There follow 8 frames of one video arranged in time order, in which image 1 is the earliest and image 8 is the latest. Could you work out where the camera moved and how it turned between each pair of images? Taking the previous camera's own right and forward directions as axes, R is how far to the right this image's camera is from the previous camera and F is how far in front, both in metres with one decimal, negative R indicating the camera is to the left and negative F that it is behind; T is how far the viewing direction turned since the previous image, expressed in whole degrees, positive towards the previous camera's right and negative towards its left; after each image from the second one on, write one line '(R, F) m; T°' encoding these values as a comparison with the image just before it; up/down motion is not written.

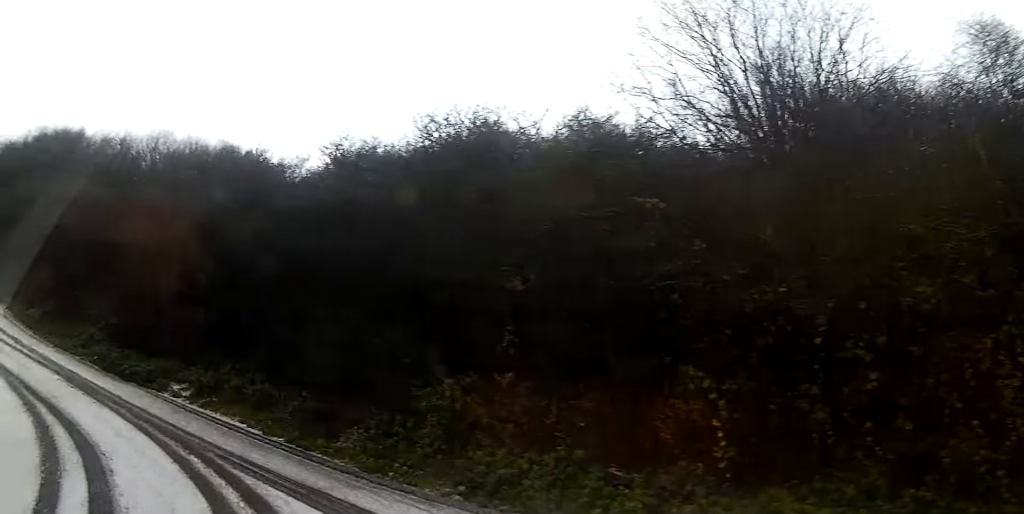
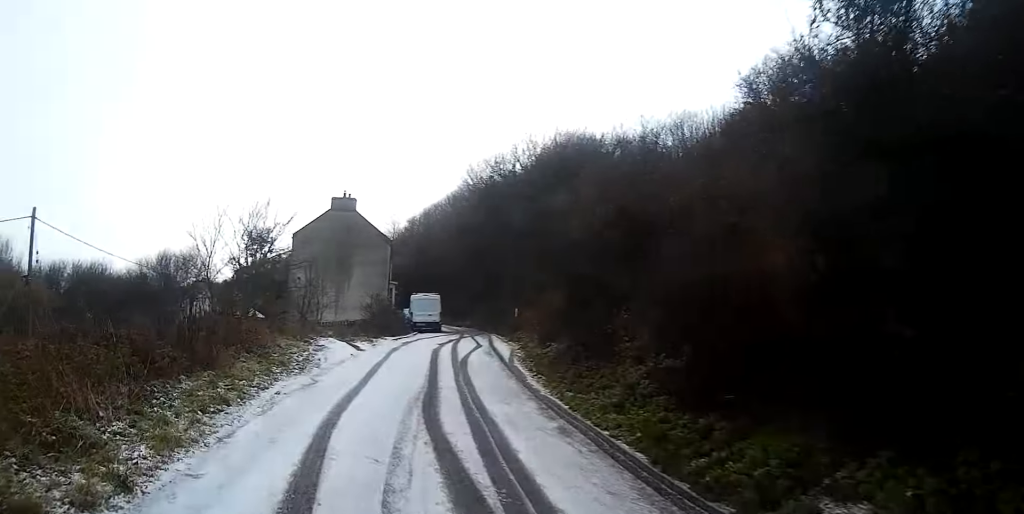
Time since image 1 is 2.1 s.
(-3.7, +4.6) m; -52°
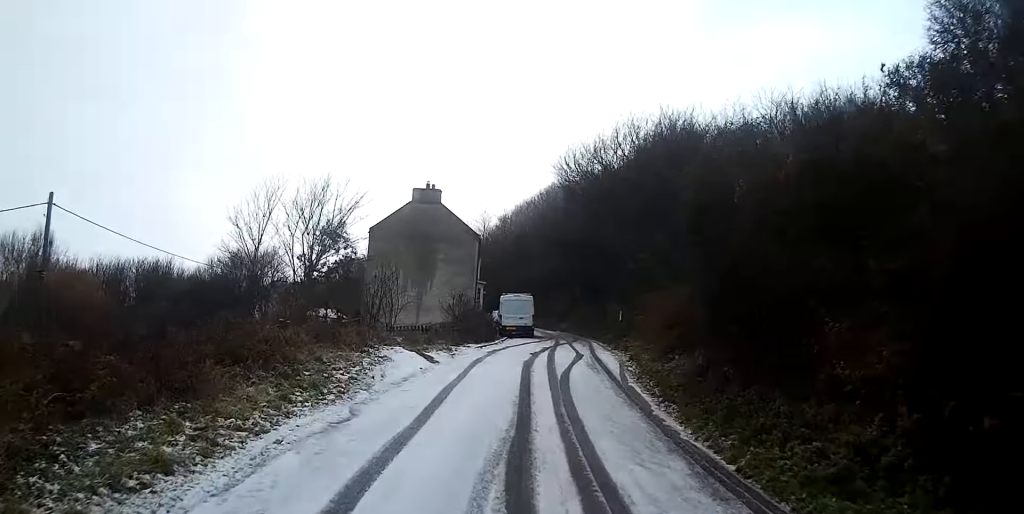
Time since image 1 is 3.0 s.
(-0.2, +3.4) m; -6°
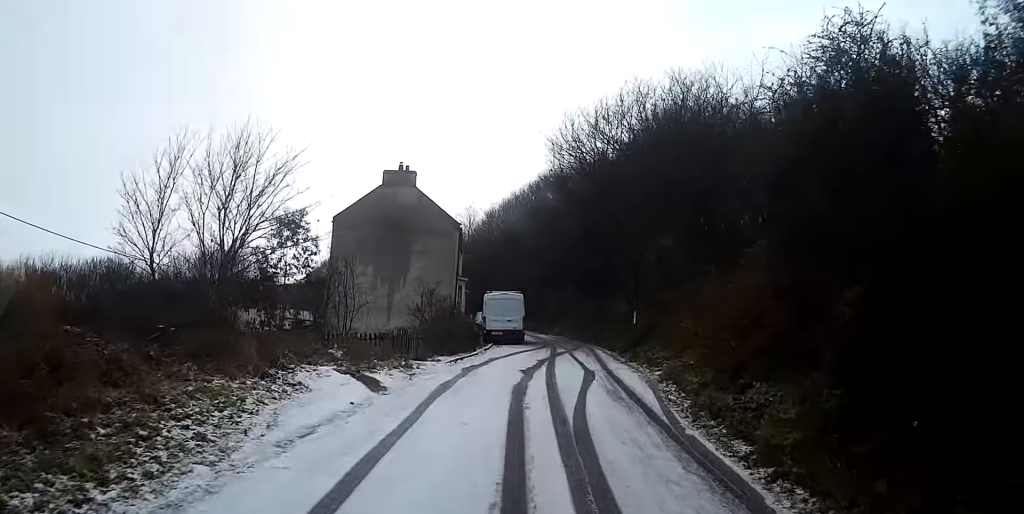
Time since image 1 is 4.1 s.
(-0.3, +5.0) m; -5°
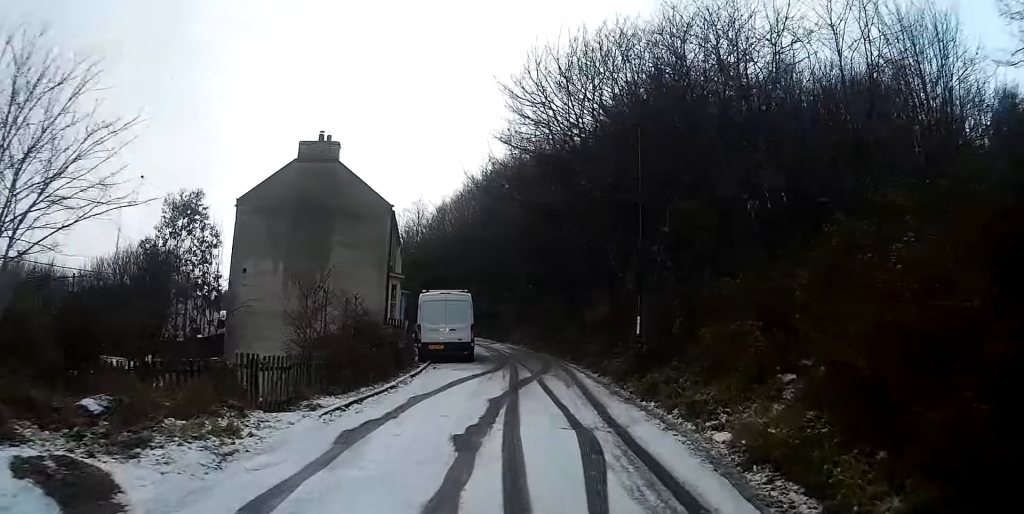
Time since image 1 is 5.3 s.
(-0.2, +7.4) m; 0°
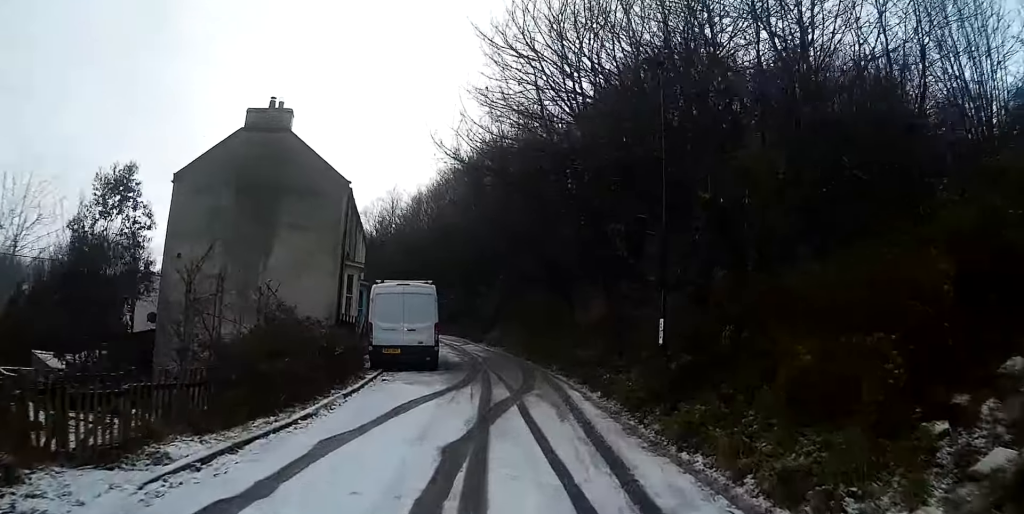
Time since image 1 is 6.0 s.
(+0.1, +4.4) m; +2°
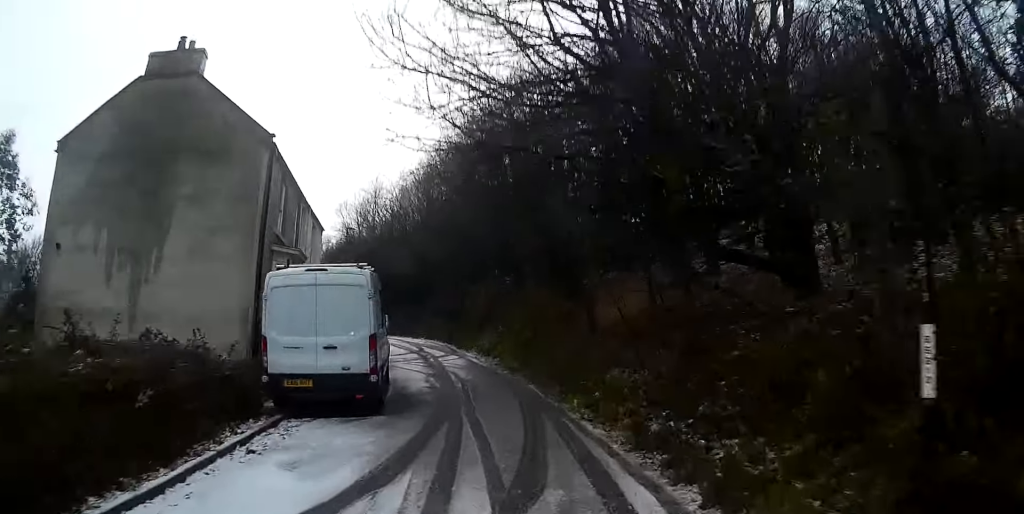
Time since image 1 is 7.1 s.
(+0.2, +7.7) m; +1°
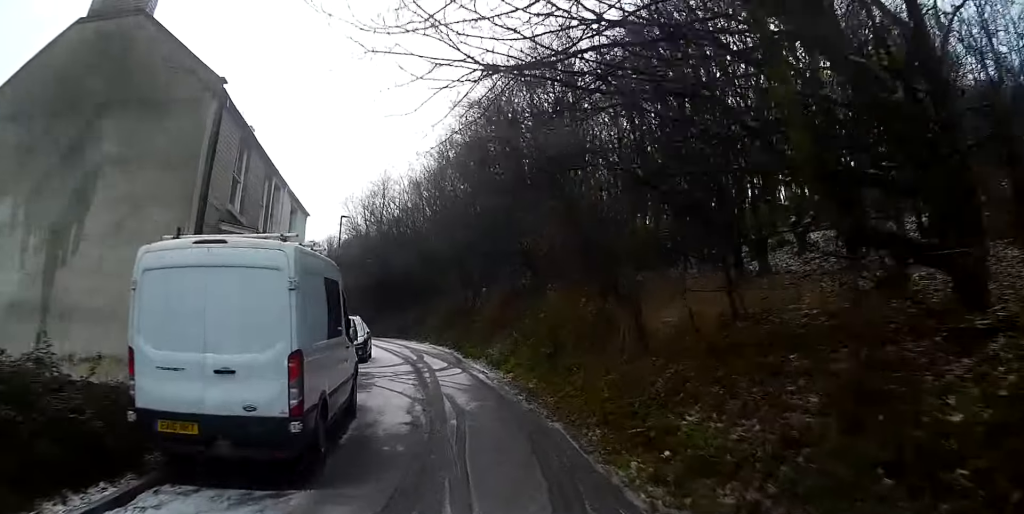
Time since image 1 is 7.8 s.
(0.0, +4.2) m; -2°
